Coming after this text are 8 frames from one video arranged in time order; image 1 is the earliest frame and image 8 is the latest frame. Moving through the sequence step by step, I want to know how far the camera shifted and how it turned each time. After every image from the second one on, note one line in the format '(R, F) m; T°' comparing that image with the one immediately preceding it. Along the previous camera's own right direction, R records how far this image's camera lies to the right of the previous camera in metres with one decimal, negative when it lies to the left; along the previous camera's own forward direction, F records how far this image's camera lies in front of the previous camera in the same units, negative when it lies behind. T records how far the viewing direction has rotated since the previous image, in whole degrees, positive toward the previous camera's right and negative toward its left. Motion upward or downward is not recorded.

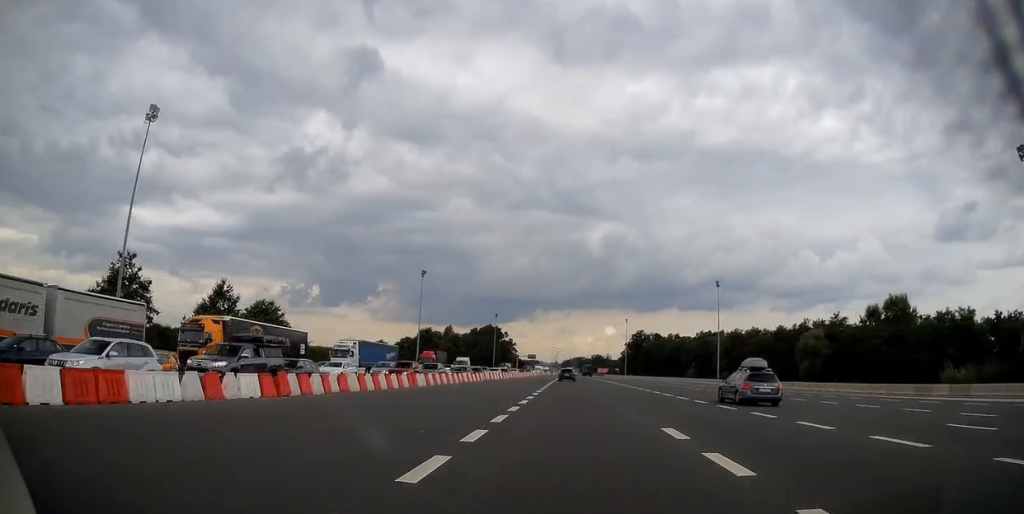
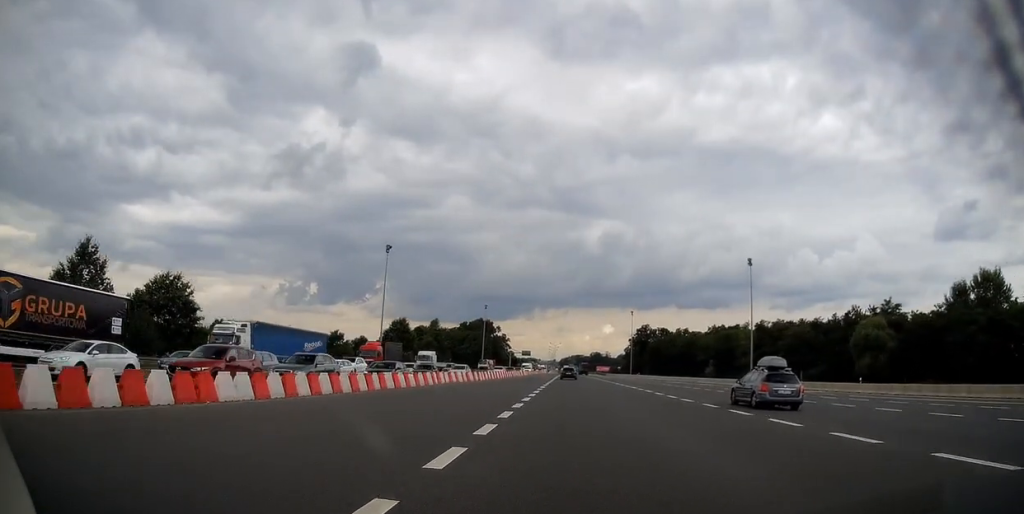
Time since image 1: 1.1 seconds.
(+0.1, +23.9) m; 0°
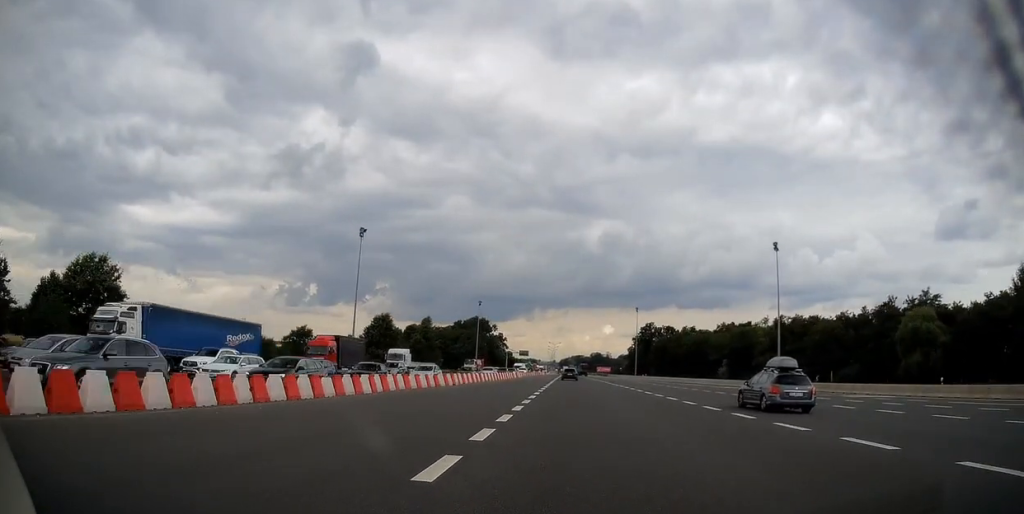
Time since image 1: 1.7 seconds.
(0.0, +13.3) m; 0°
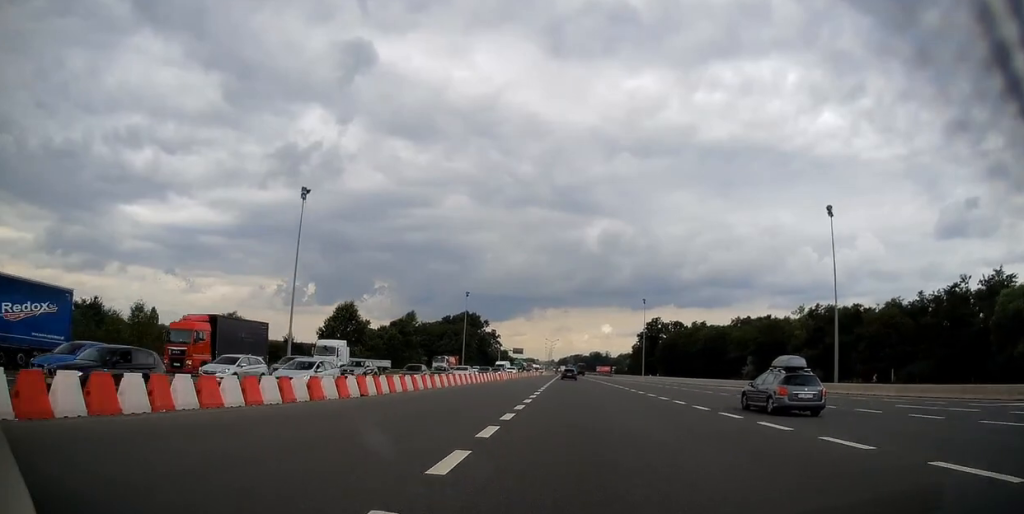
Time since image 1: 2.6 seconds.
(+0.1, +20.3) m; 0°
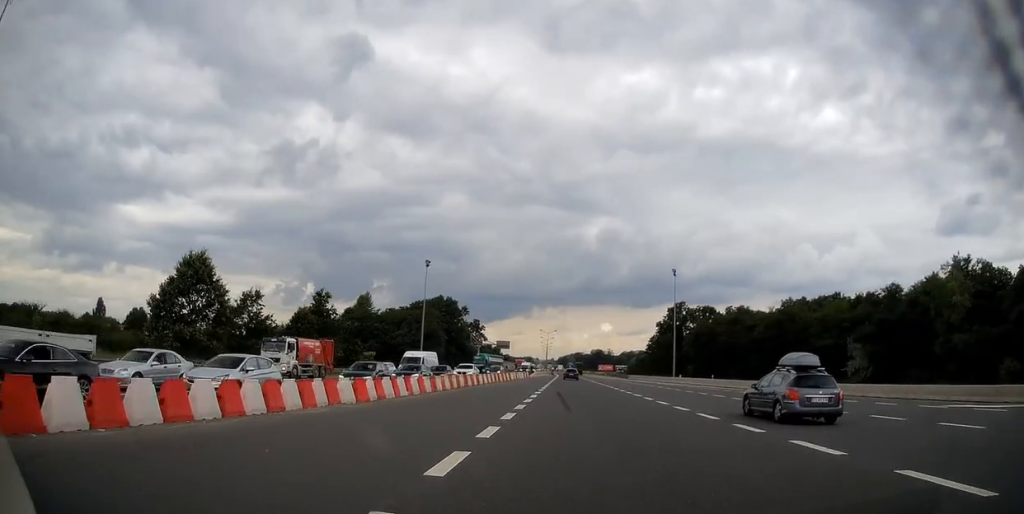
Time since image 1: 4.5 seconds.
(+0.2, +45.4) m; +1°
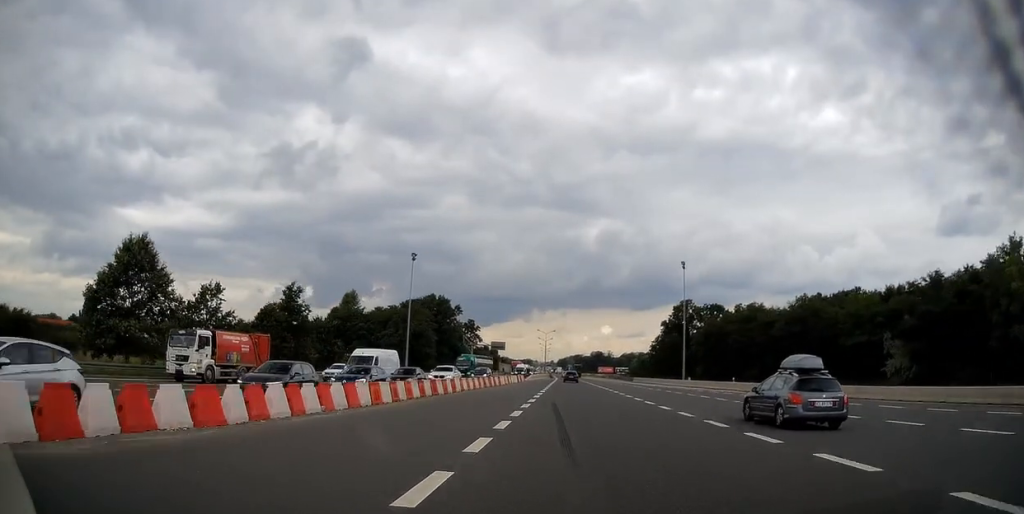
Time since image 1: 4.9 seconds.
(0.0, +9.7) m; 0°
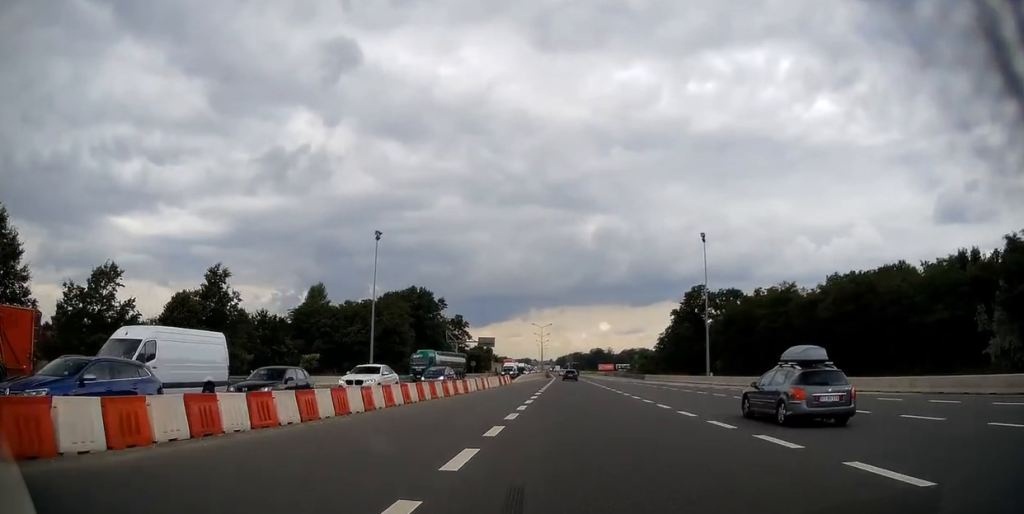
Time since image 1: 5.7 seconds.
(+0.1, +17.9) m; 0°
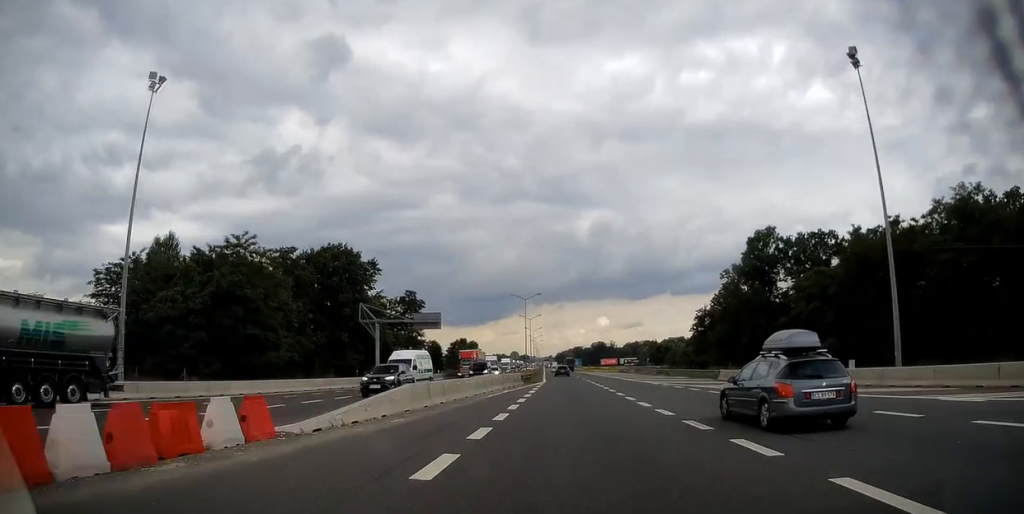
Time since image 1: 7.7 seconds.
(-0.3, +49.9) m; 0°
